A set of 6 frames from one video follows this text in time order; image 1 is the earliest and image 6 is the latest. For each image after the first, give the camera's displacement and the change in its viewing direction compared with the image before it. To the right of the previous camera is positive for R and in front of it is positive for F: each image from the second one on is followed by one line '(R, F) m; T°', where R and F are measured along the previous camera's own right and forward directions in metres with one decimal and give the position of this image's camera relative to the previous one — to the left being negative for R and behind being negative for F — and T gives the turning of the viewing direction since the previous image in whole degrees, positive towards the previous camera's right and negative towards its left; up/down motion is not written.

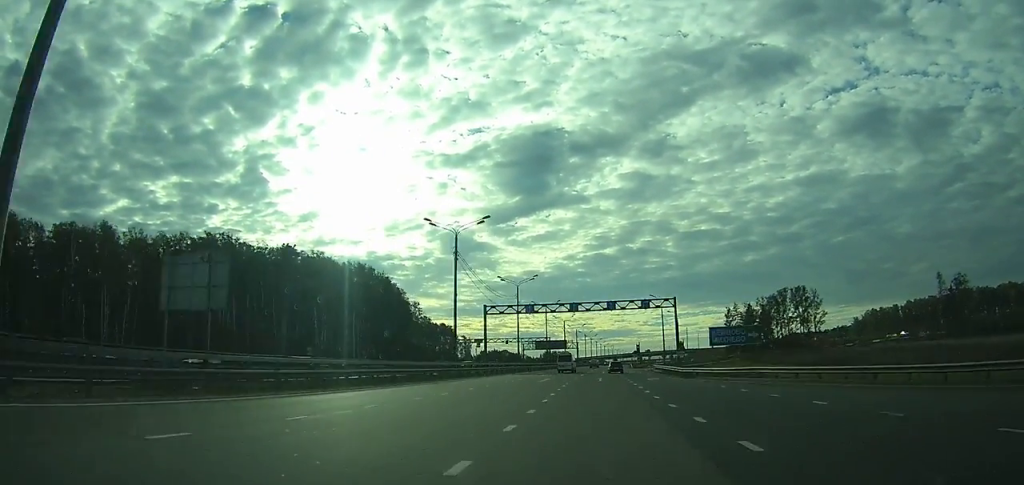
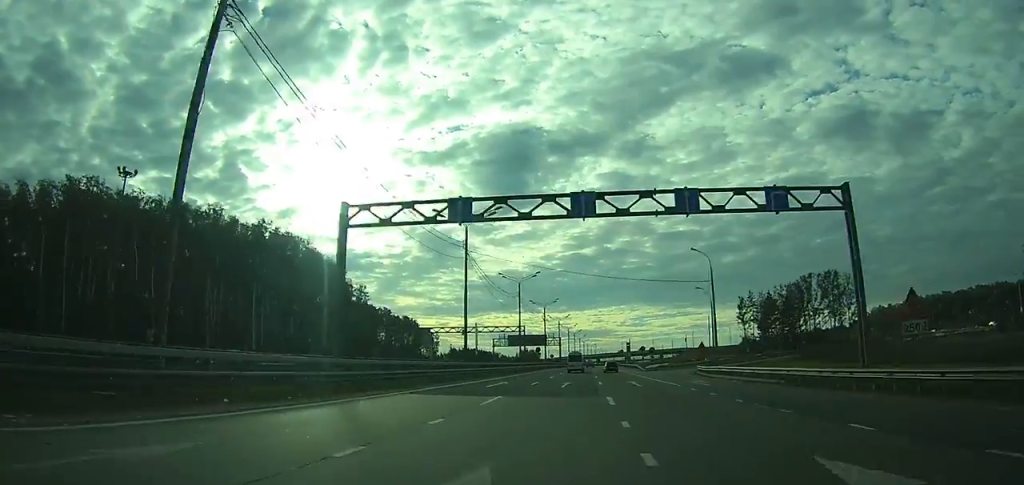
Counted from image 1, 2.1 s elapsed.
(+0.3, +38.7) m; +2°
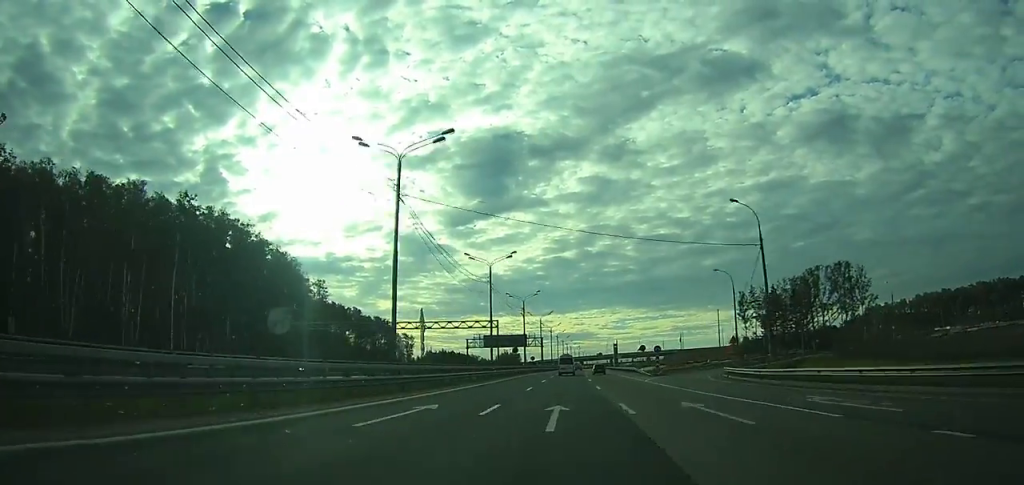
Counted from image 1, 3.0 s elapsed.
(+0.2, +18.7) m; +1°
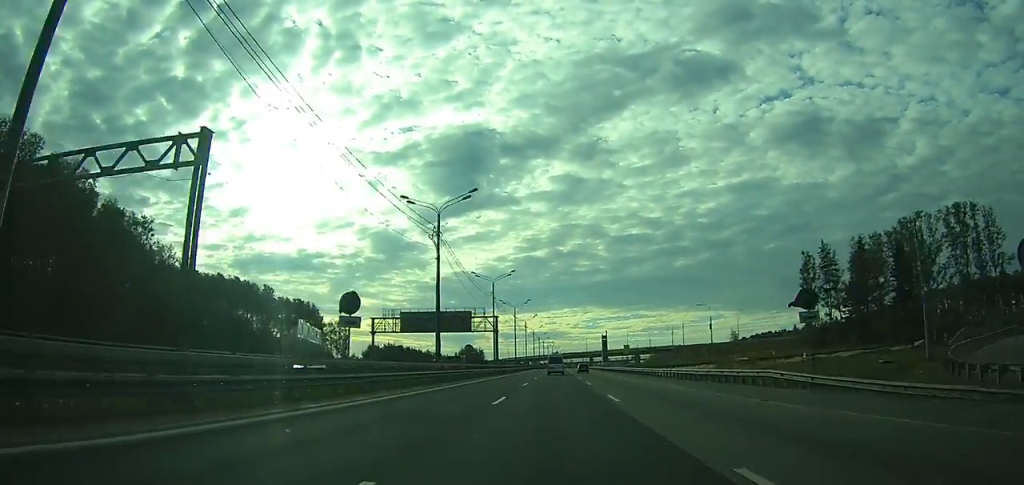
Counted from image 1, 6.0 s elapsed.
(+1.5, +62.1) m; +2°
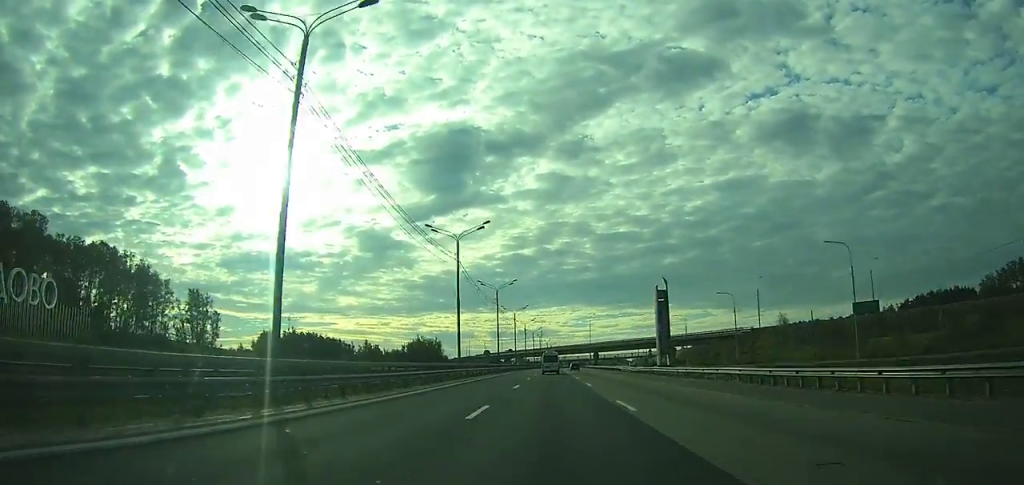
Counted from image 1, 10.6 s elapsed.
(+1.7, +103.6) m; +1°
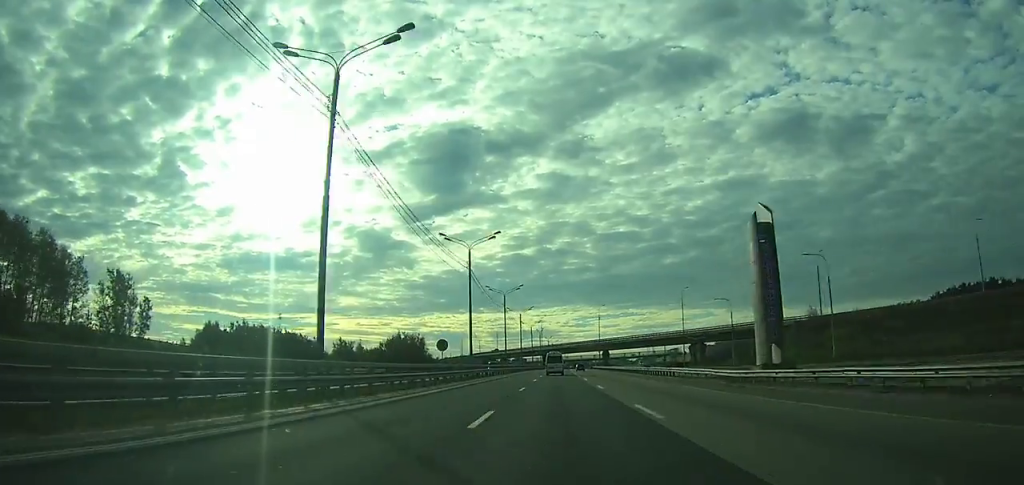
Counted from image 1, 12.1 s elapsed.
(+0.1, +33.5) m; 0°
